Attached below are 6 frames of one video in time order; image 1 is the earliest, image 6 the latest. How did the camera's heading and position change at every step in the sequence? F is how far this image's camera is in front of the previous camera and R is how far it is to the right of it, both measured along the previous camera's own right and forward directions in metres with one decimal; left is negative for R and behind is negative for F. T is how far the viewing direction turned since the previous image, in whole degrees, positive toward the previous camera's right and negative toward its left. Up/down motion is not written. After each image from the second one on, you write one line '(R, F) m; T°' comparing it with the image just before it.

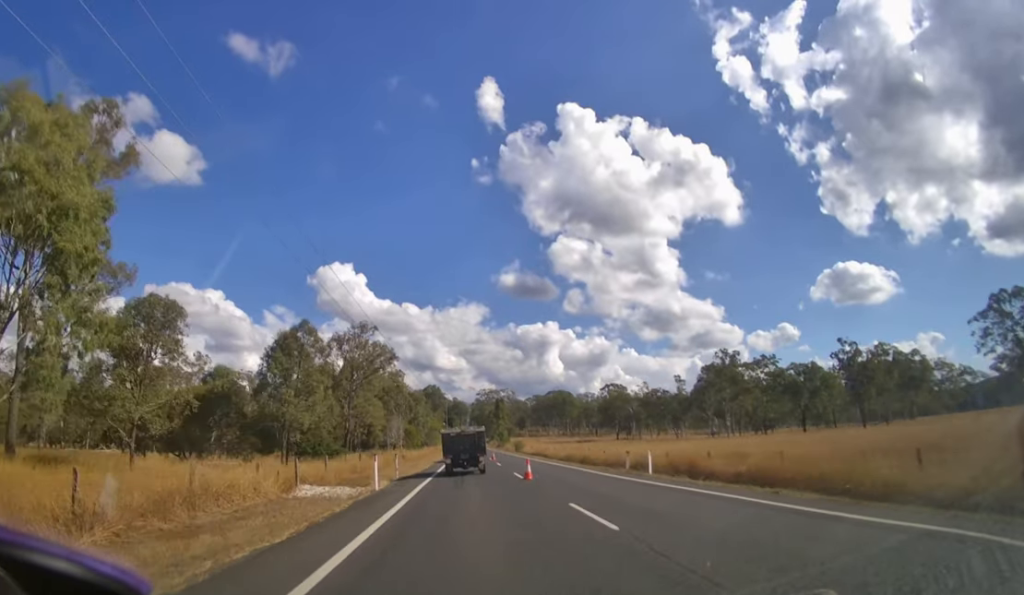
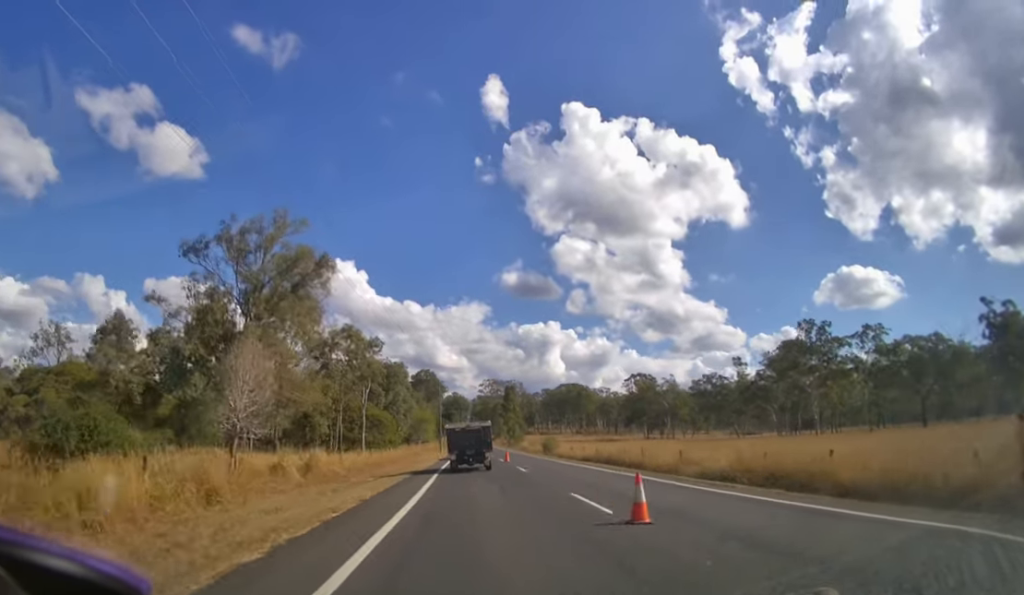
(-0.2, +31.8) m; 0°
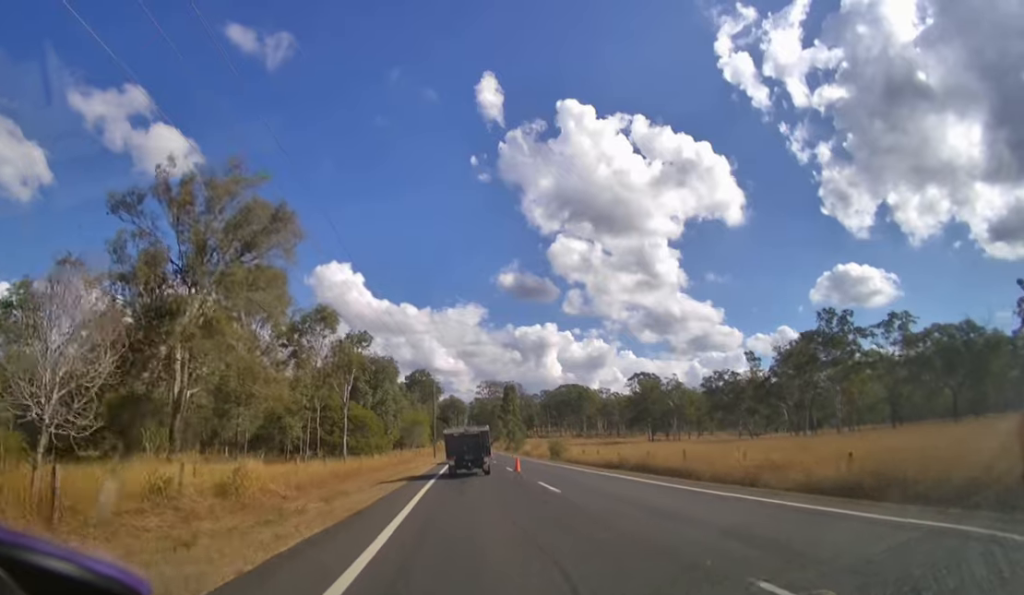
(0.0, +7.9) m; 0°
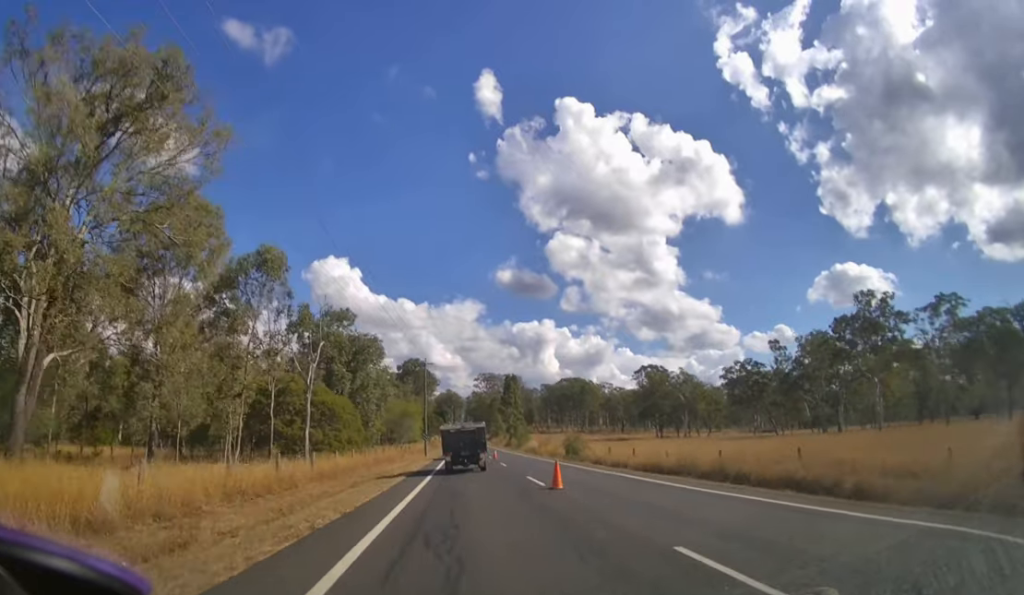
(0.0, +12.2) m; 0°
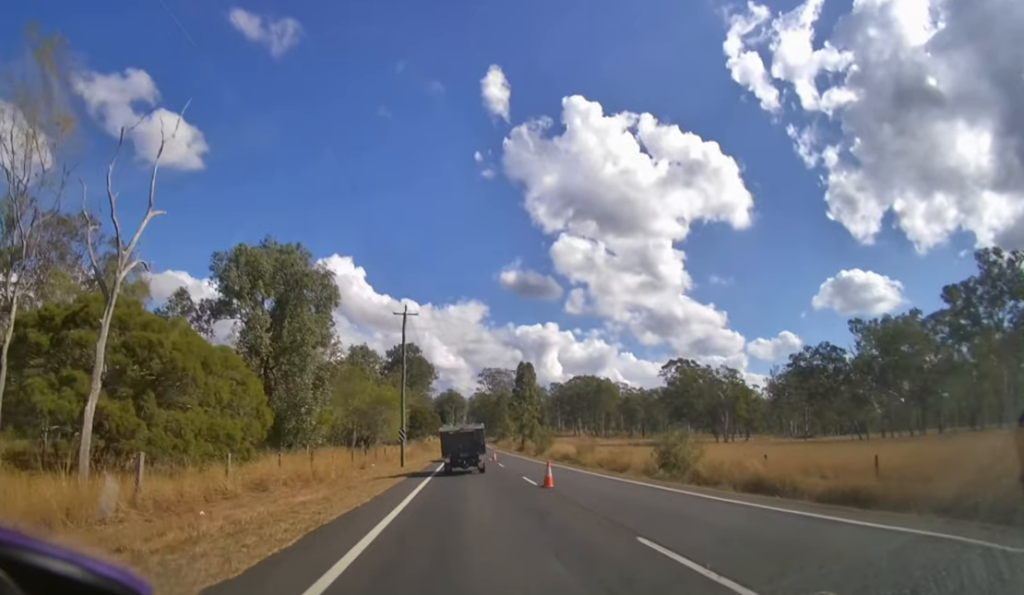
(+0.1, +26.6) m; 0°
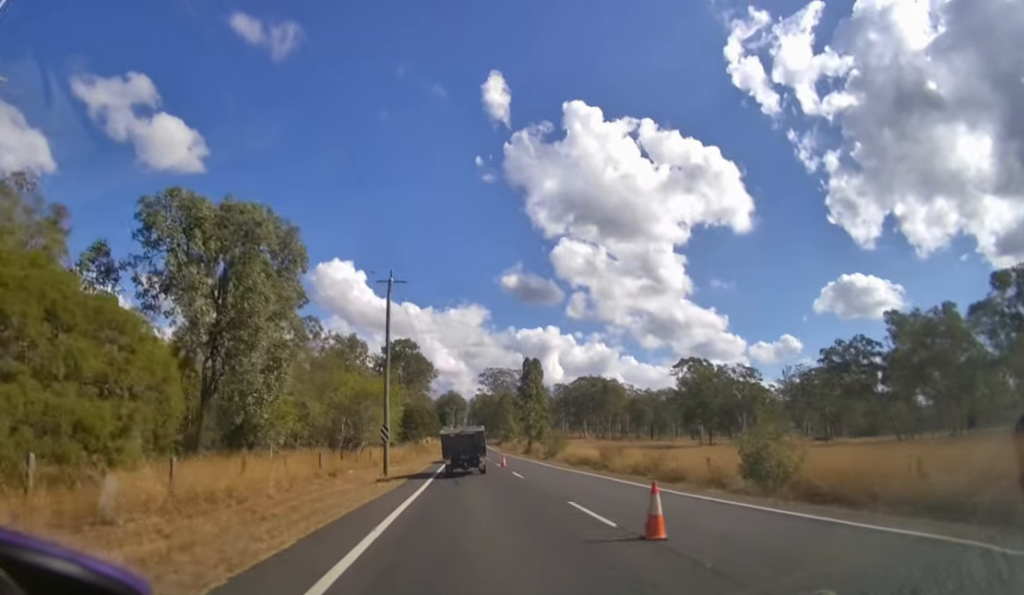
(0.0, +8.8) m; 0°
